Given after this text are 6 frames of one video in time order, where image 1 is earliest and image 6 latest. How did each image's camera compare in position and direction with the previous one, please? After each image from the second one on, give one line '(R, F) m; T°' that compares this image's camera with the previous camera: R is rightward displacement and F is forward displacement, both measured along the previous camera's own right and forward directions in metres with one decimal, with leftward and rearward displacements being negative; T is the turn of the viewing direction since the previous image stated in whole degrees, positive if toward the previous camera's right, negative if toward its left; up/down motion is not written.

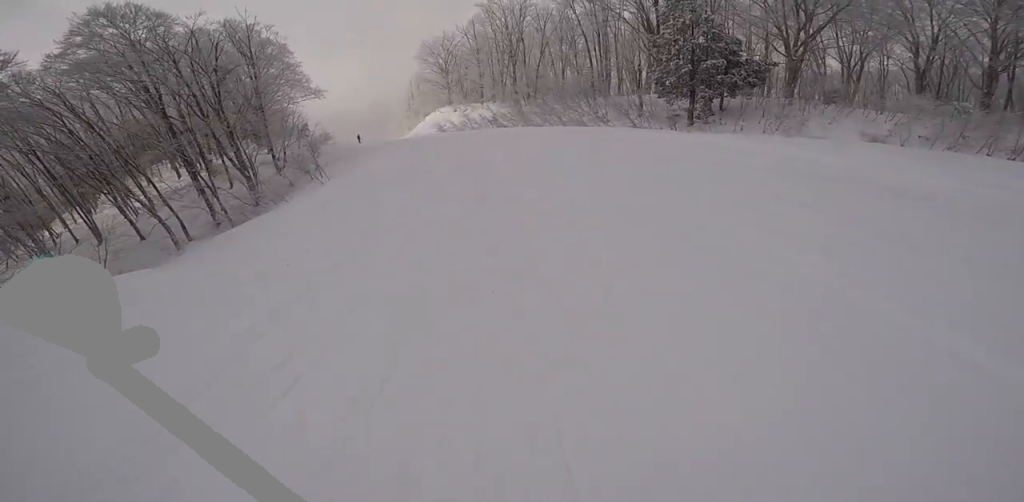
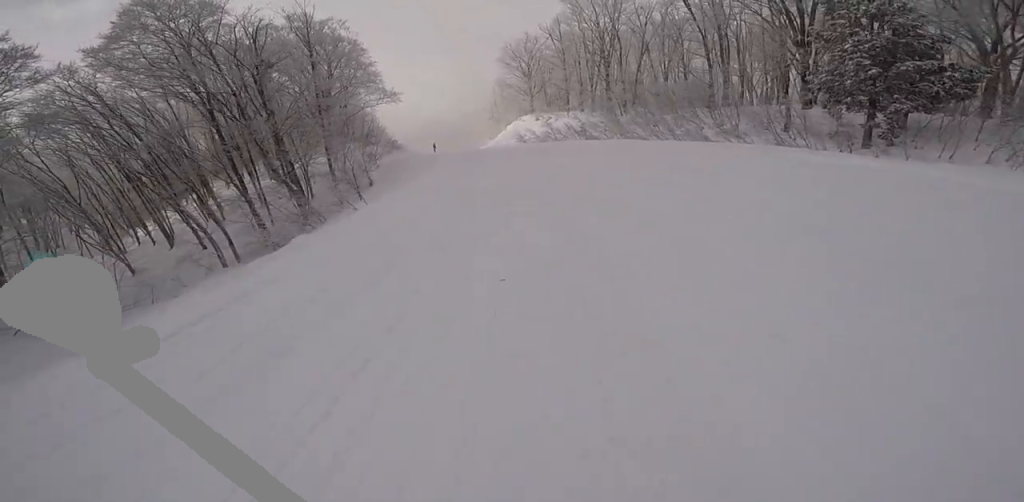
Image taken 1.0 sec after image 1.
(0.0, +6.1) m; -8°
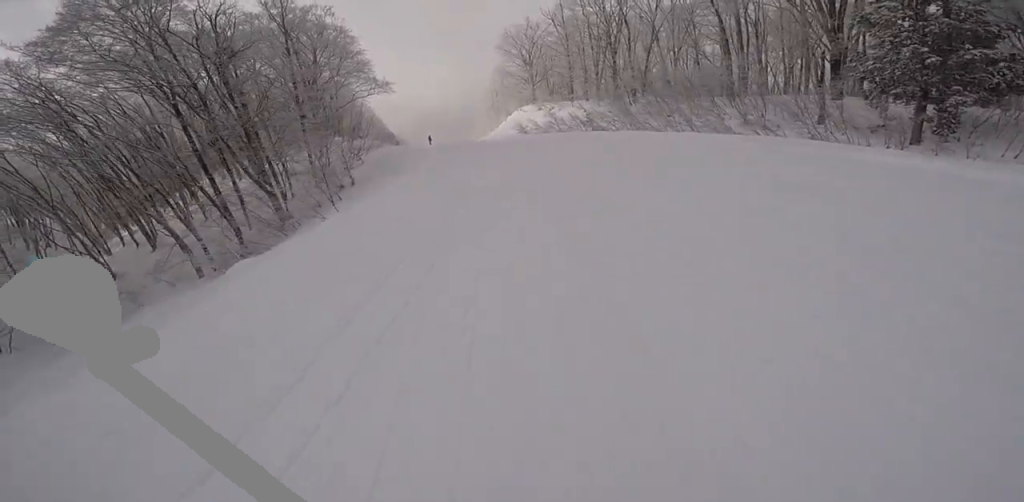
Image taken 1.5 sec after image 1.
(-0.3, +2.6) m; -6°
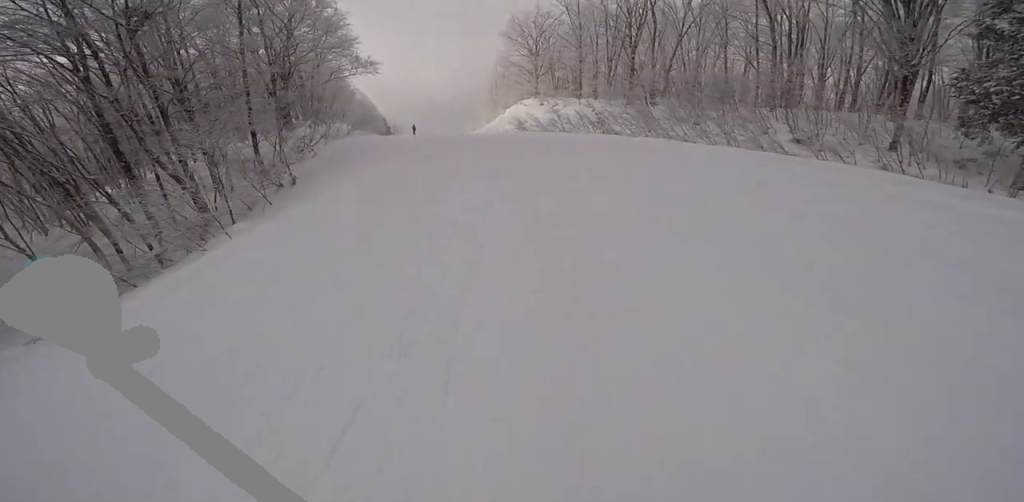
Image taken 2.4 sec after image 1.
(-0.1, +5.0) m; -1°
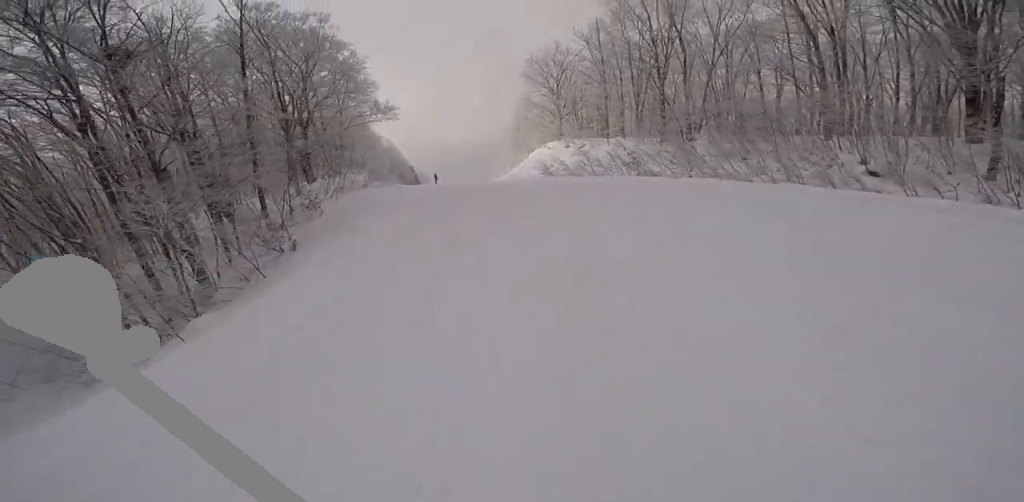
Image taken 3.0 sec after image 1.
(0.0, +2.9) m; +4°
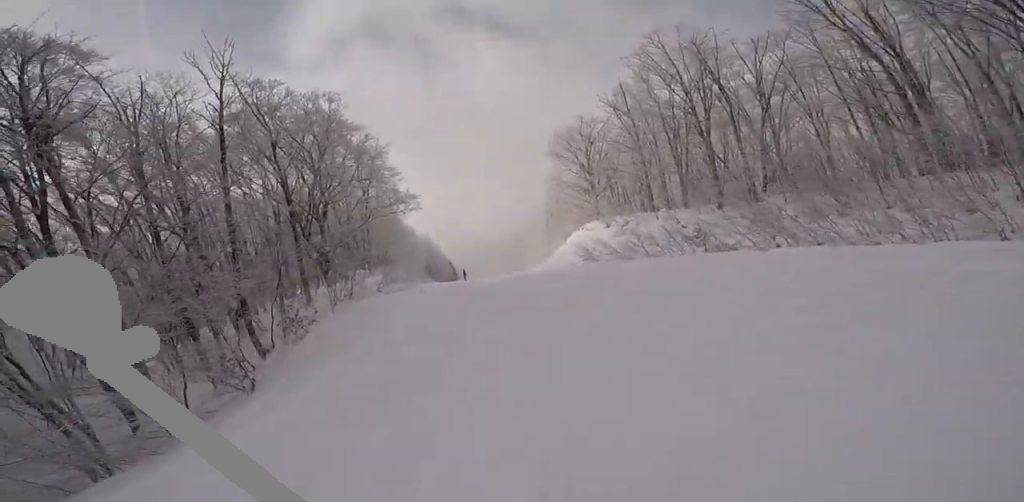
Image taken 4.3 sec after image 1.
(+0.5, +4.8) m; 0°
